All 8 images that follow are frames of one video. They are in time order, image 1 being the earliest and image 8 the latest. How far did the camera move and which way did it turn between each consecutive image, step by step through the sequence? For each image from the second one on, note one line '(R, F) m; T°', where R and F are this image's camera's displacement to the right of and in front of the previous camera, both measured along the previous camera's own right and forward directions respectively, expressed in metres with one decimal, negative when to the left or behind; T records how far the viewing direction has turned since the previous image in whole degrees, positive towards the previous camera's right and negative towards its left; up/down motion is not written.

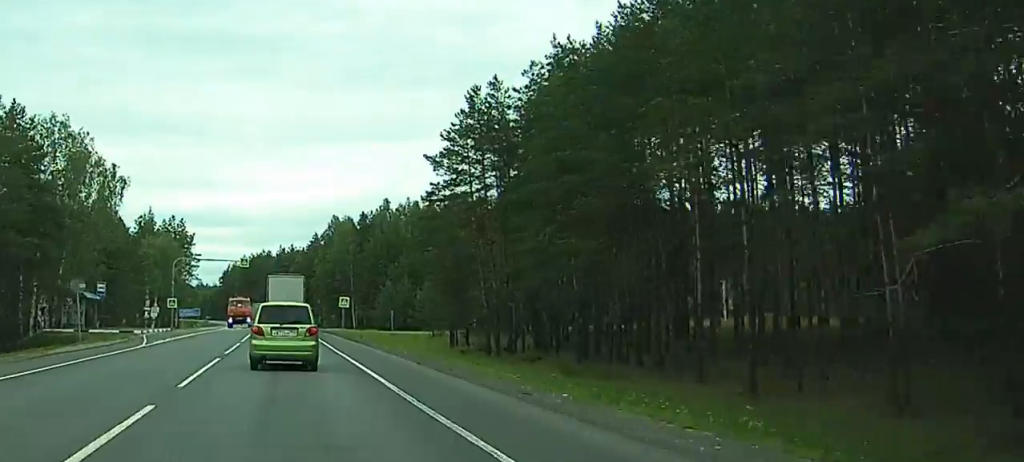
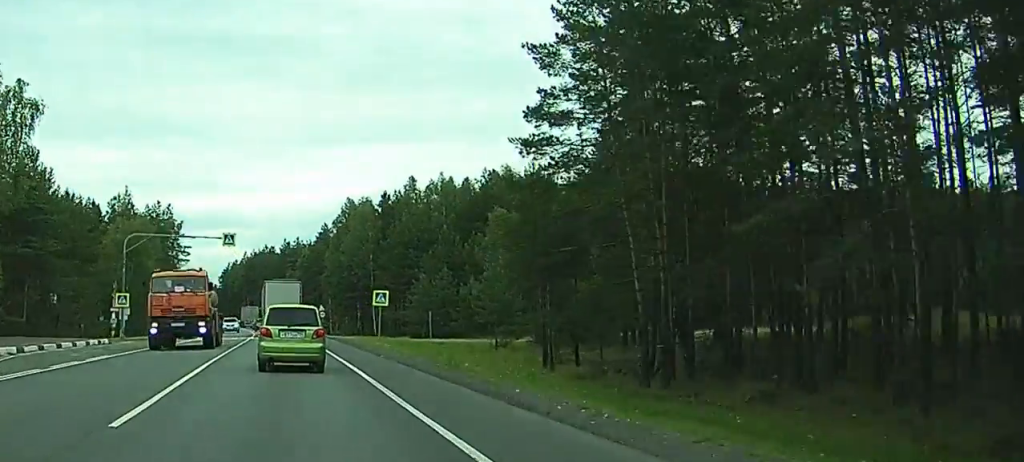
(+0.2, +29.6) m; +1°
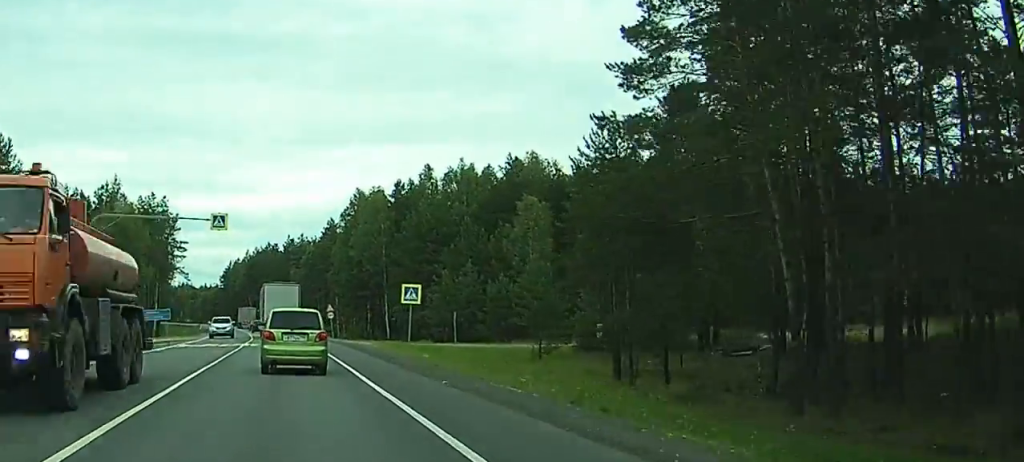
(0.0, +12.0) m; 0°
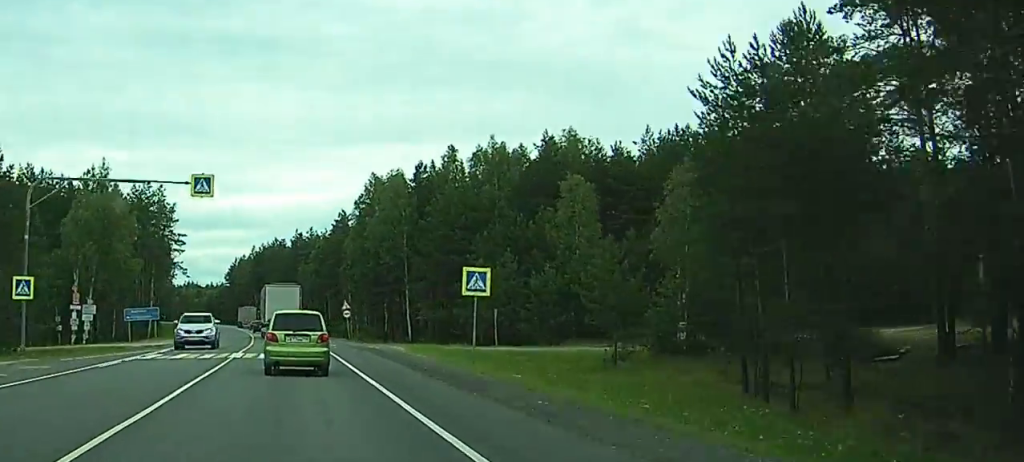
(0.0, +13.3) m; 0°
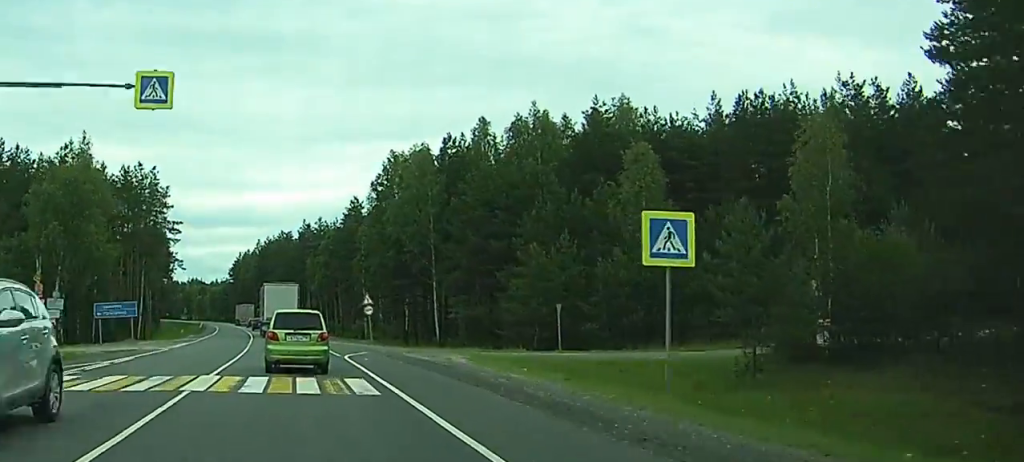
(0.0, +14.6) m; -1°
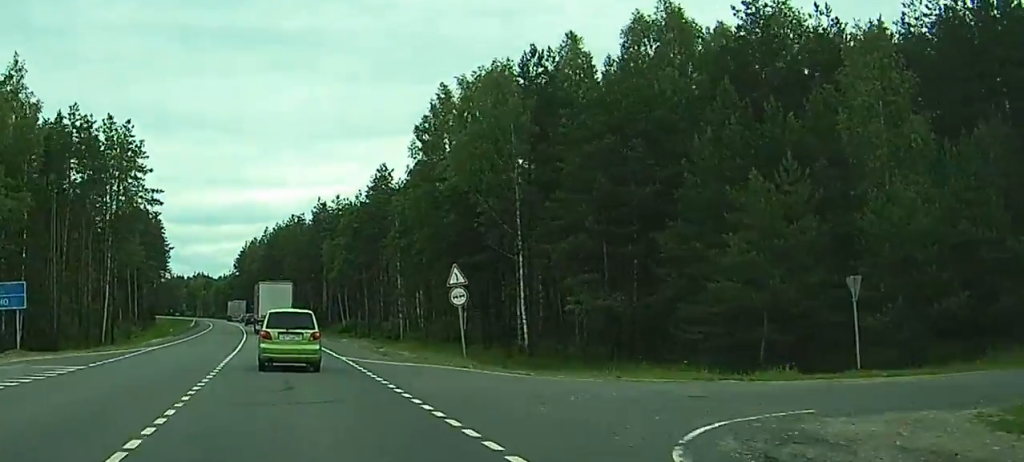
(-0.6, +27.9) m; -2°
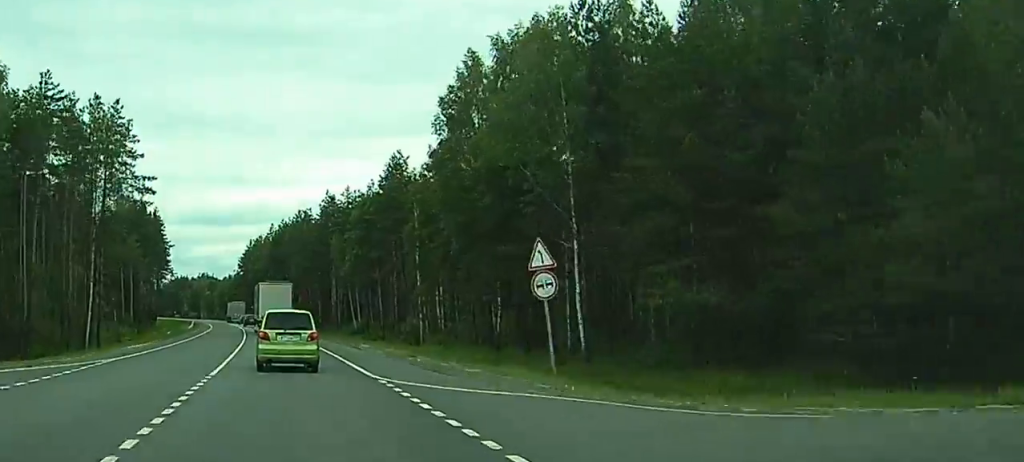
(0.0, +9.4) m; -1°
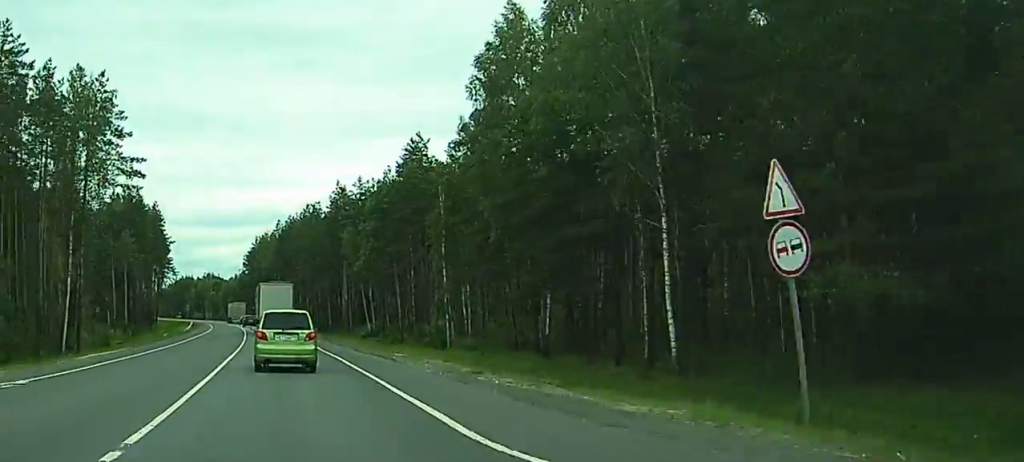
(-0.1, +10.0) m; -1°
